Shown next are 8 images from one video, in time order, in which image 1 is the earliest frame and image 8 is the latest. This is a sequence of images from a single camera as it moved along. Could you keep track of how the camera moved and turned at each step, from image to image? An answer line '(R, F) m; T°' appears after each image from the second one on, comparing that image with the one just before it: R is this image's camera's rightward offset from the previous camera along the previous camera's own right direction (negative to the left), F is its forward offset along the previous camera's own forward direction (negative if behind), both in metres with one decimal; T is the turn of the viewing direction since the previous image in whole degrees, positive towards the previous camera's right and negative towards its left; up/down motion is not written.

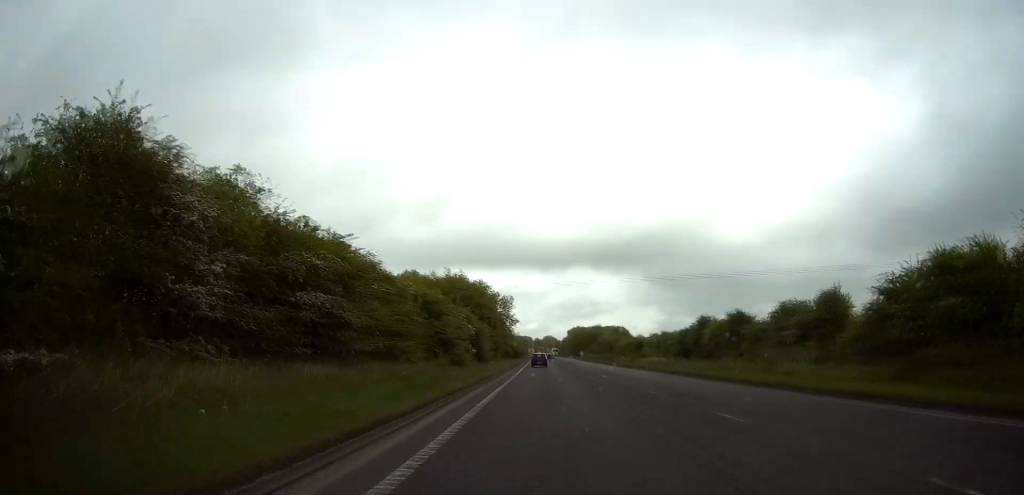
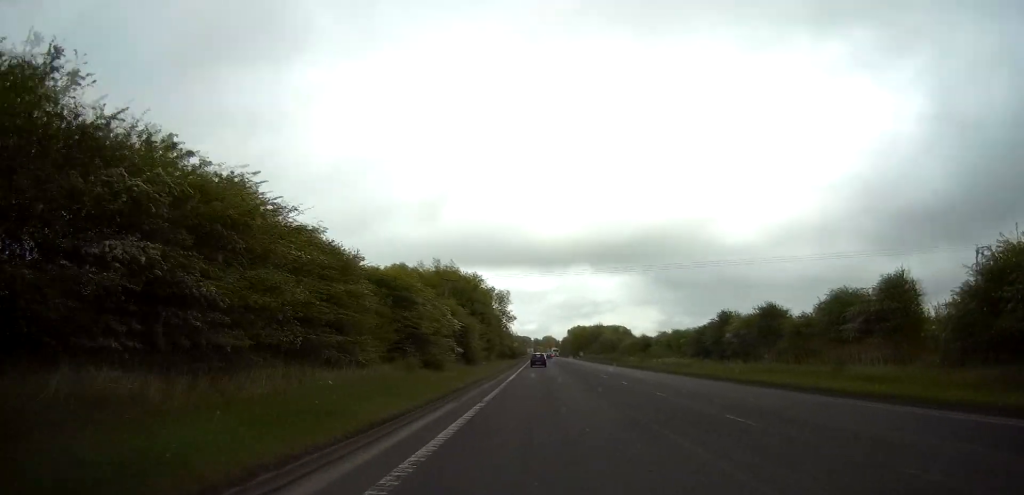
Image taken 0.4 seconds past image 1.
(0.0, +9.5) m; 0°
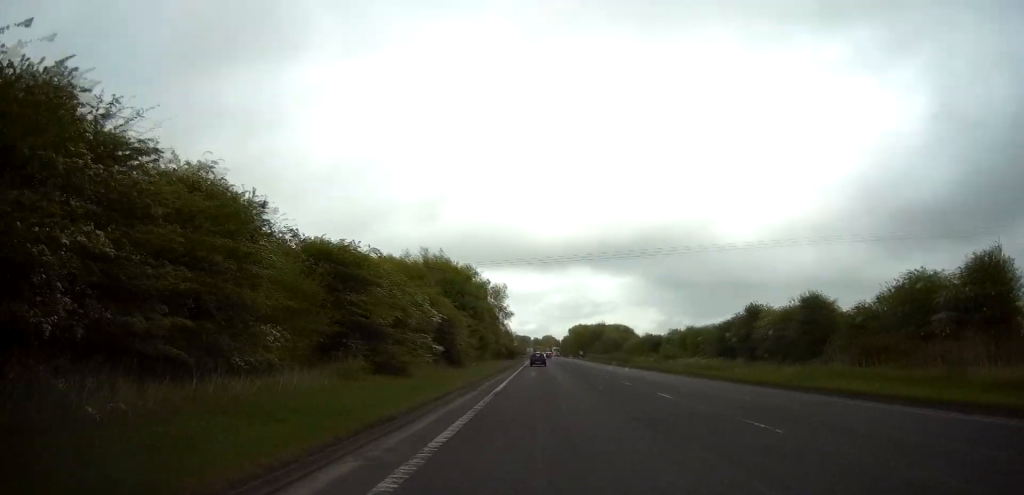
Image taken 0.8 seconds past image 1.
(0.0, +9.6) m; 0°
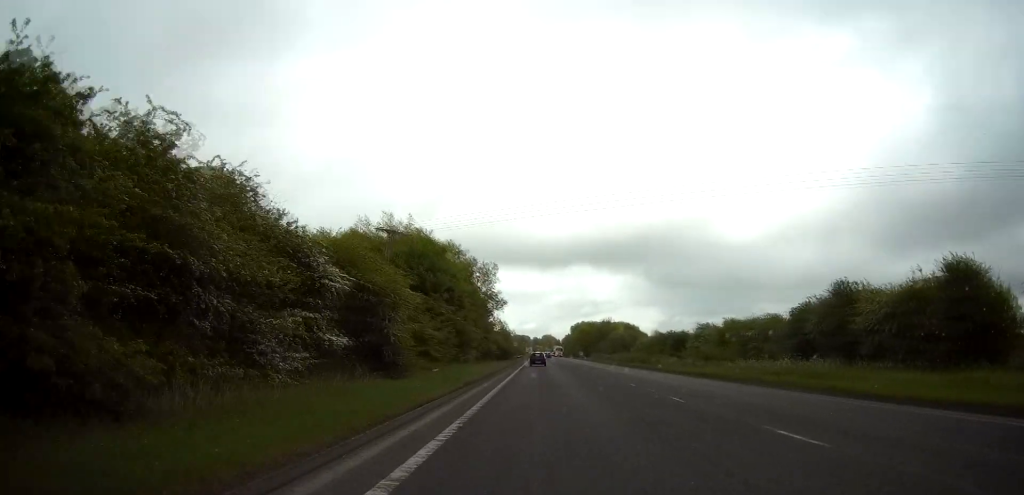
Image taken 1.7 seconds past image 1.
(0.0, +19.1) m; 0°
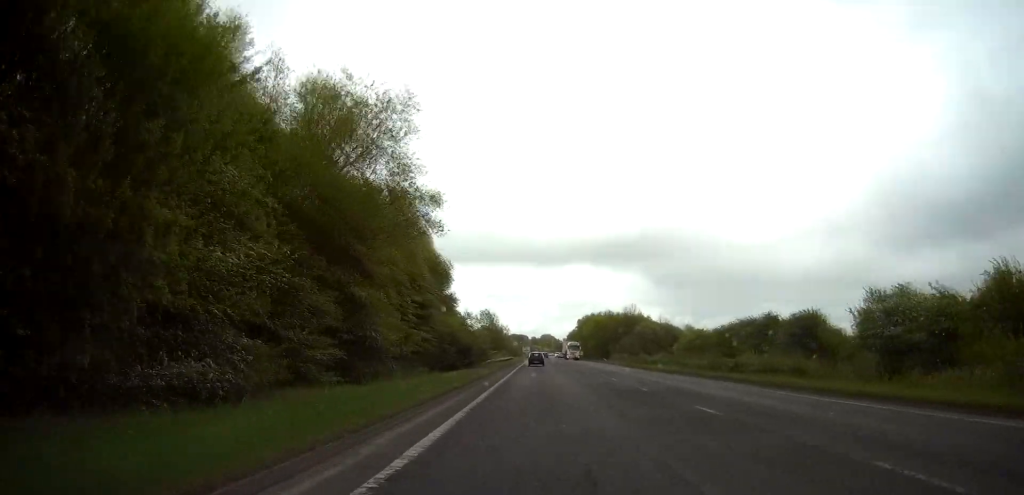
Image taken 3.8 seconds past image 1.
(0.0, +47.5) m; 0°
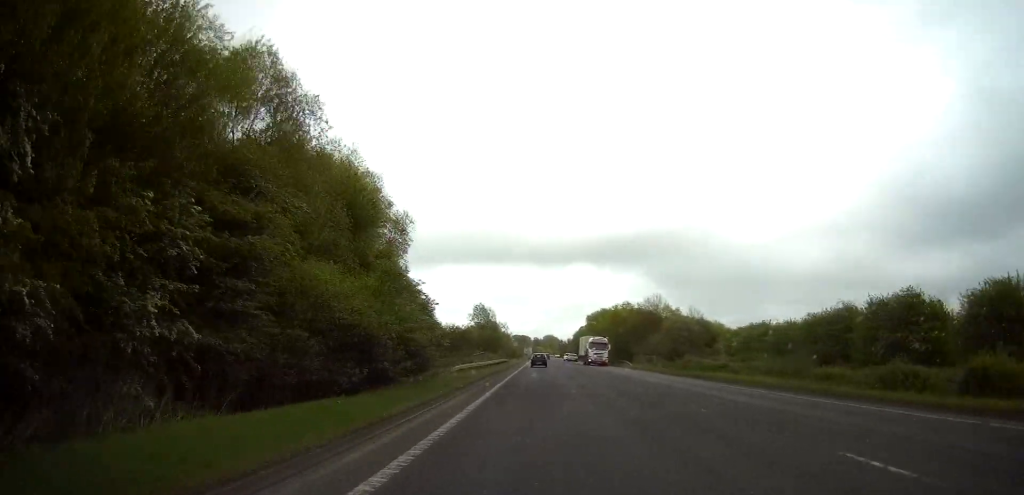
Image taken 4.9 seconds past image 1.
(-0.1, +25.1) m; -1°
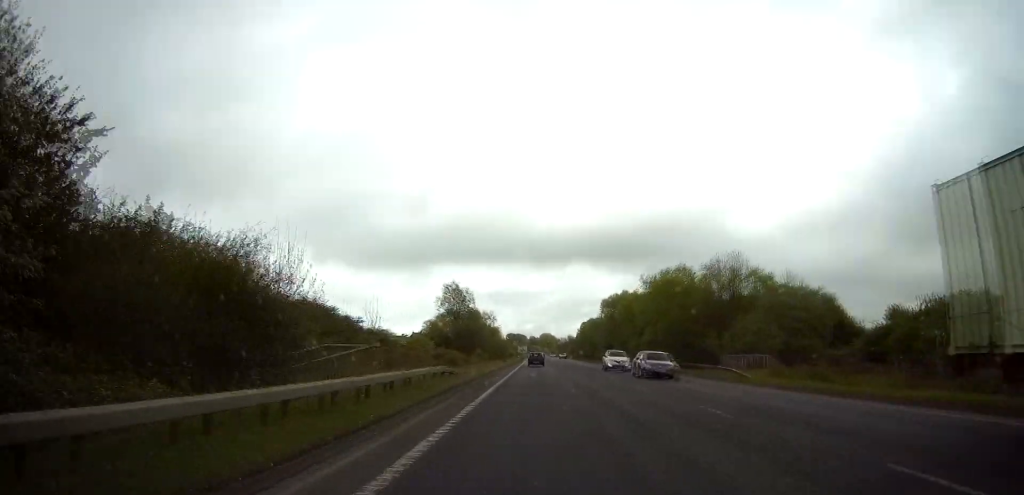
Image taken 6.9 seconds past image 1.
(0.0, +44.3) m; 0°
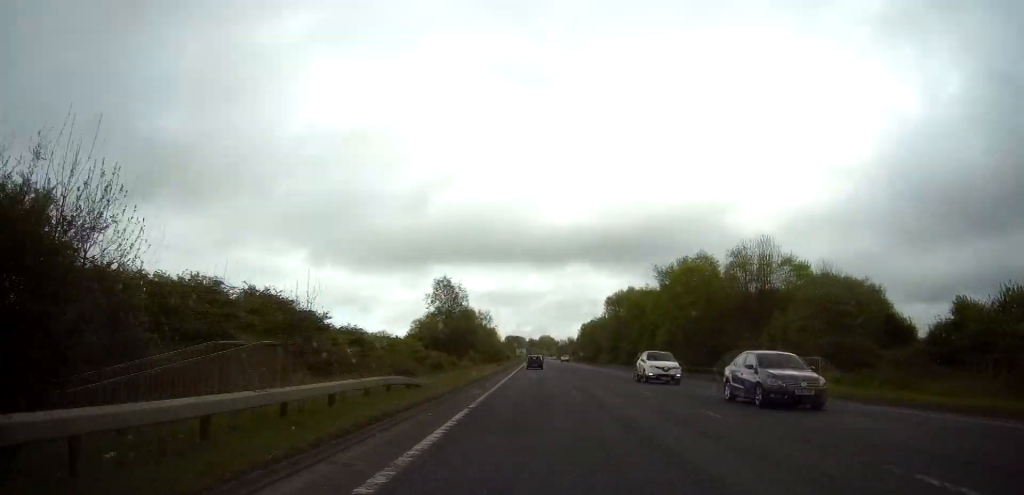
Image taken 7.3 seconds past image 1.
(0.0, +9.0) m; 0°
